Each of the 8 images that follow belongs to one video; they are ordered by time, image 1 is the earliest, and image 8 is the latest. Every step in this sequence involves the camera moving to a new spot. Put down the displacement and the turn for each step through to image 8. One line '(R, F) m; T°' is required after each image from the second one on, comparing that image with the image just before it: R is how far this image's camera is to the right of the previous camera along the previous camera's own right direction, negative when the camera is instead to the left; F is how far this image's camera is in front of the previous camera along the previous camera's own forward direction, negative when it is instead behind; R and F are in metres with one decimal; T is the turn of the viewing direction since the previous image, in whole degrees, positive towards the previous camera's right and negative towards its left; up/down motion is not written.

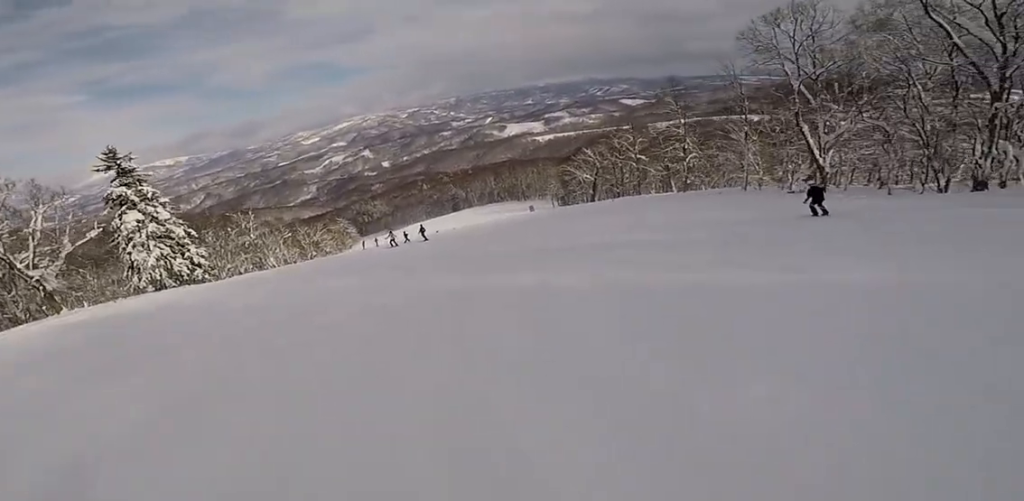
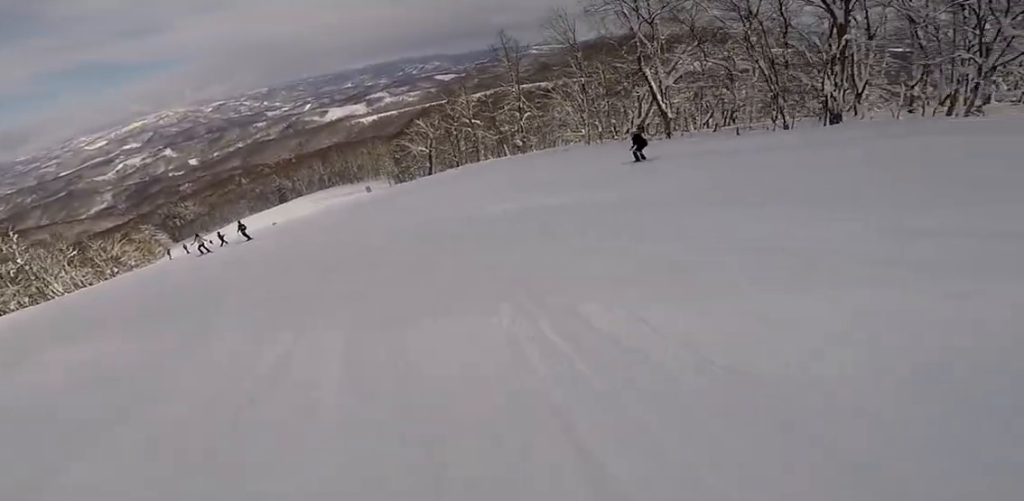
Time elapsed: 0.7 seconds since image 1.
(+1.2, +6.1) m; +18°
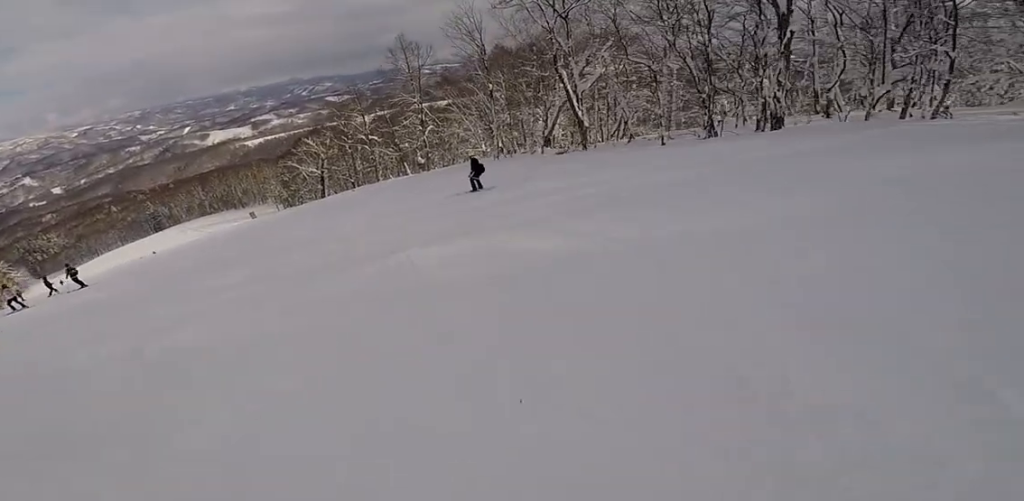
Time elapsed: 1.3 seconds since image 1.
(+0.8, +5.0) m; +7°
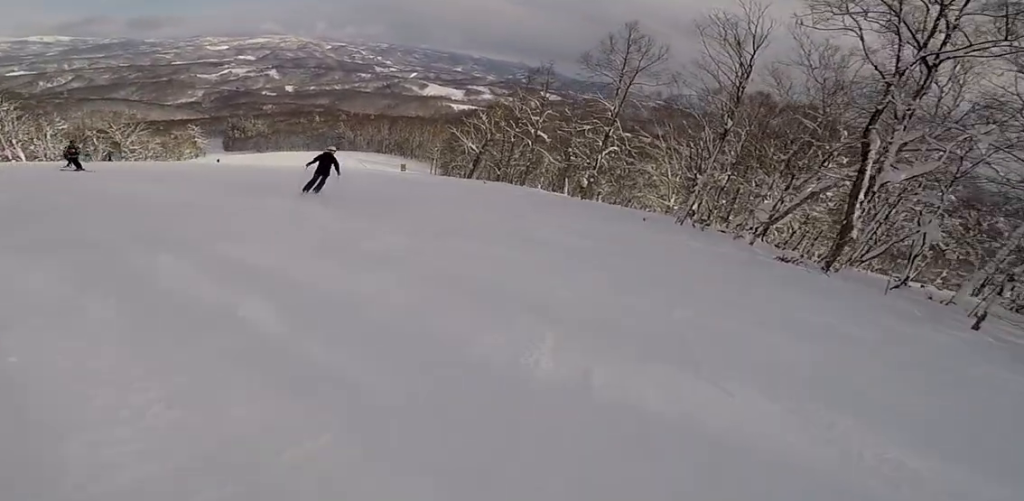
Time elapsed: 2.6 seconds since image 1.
(+0.8, +10.0) m; -16°
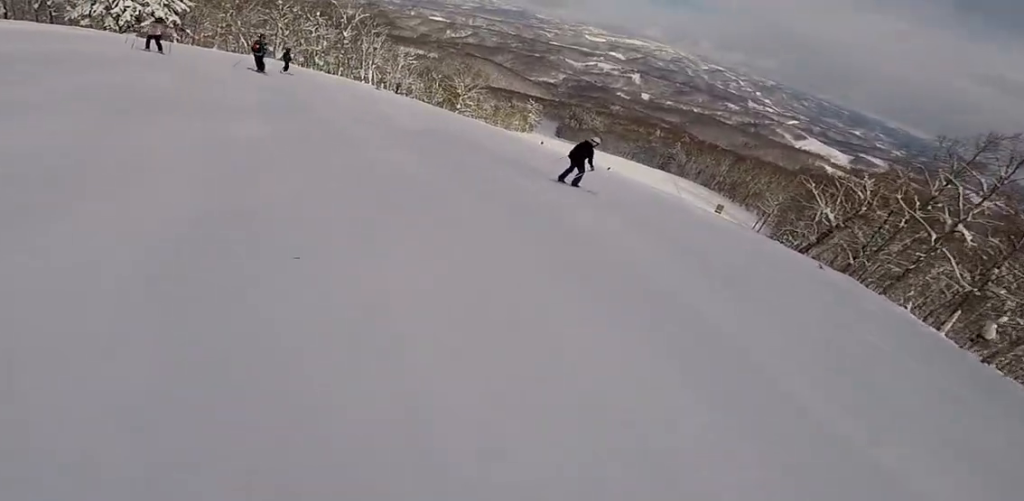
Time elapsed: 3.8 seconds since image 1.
(-3.7, +8.3) m; -32°
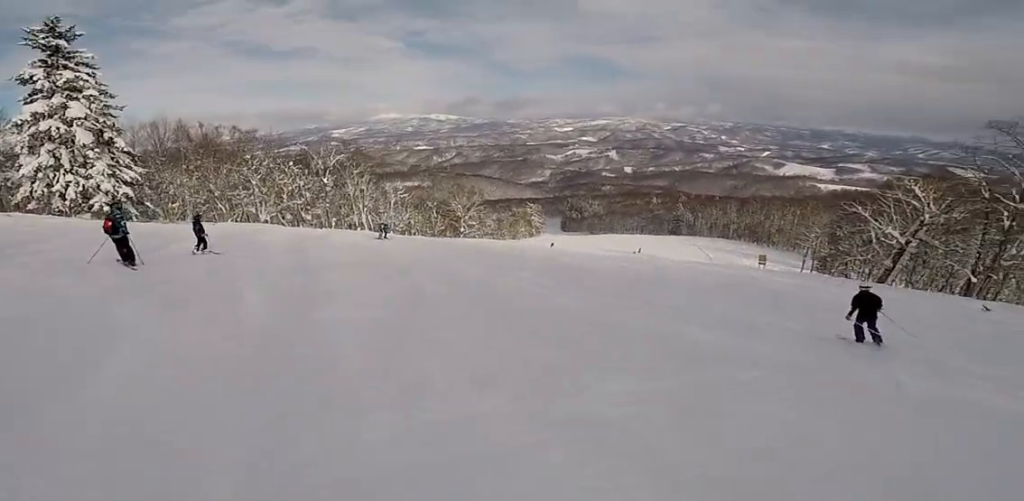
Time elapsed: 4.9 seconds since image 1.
(+0.1, +7.5) m; +10°
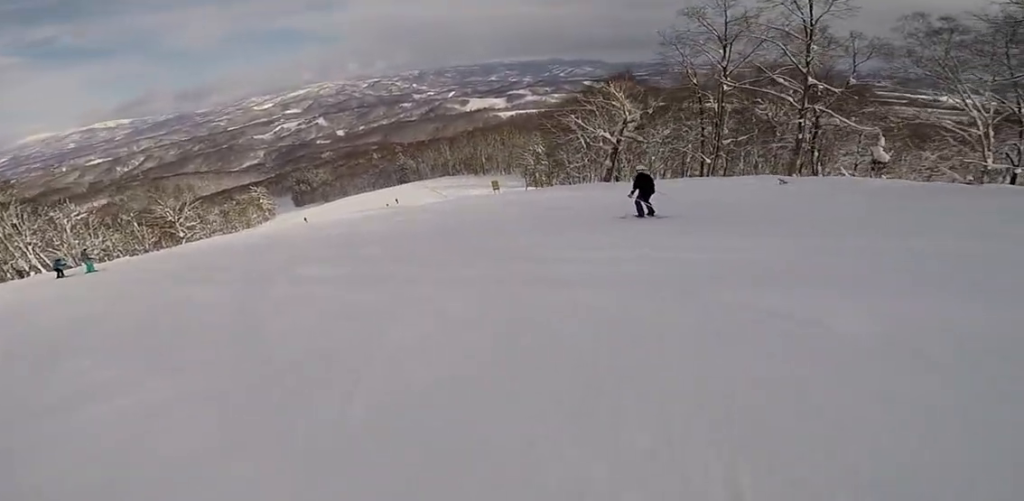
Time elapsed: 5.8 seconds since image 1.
(+1.0, +6.3) m; +13°
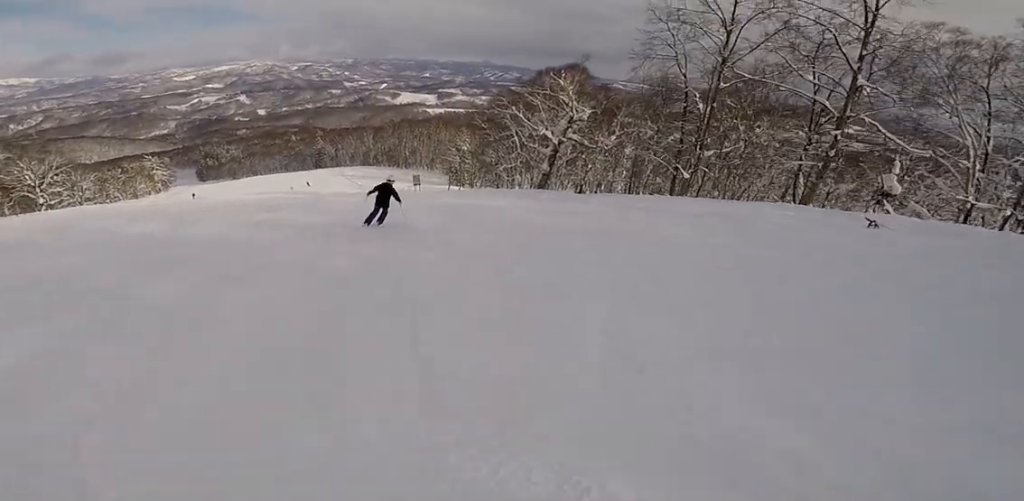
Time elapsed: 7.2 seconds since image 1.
(+0.2, +8.8) m; -11°
